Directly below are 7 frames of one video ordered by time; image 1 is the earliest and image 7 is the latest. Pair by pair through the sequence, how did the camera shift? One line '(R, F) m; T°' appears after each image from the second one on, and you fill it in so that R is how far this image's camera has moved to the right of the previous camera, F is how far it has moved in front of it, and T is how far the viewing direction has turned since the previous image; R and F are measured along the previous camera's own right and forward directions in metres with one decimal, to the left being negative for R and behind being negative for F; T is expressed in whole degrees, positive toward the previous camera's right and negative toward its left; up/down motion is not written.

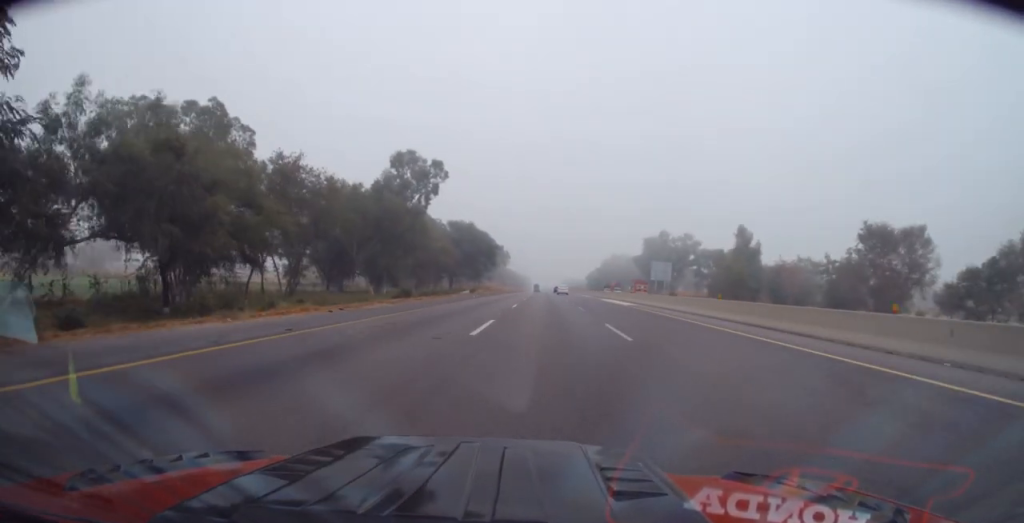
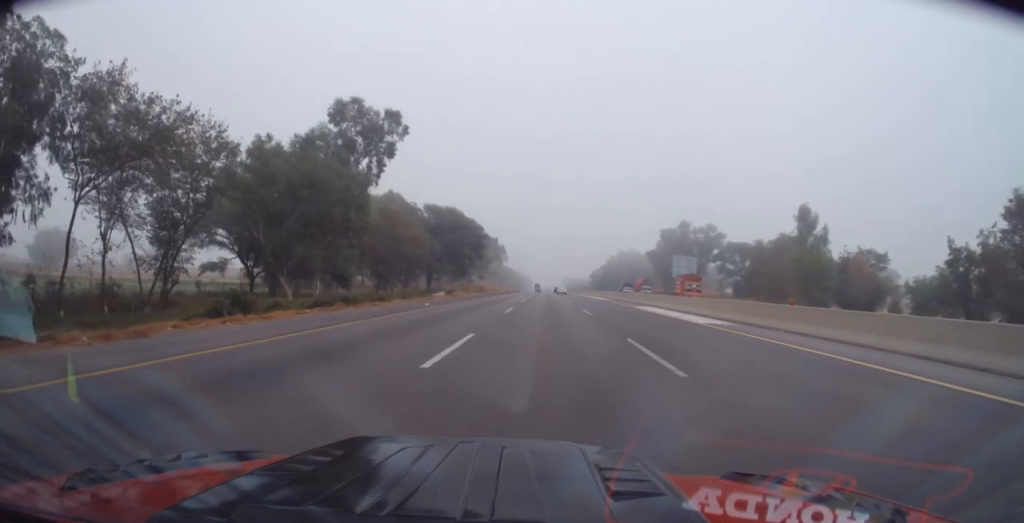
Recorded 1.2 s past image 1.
(0.0, +23.2) m; -1°
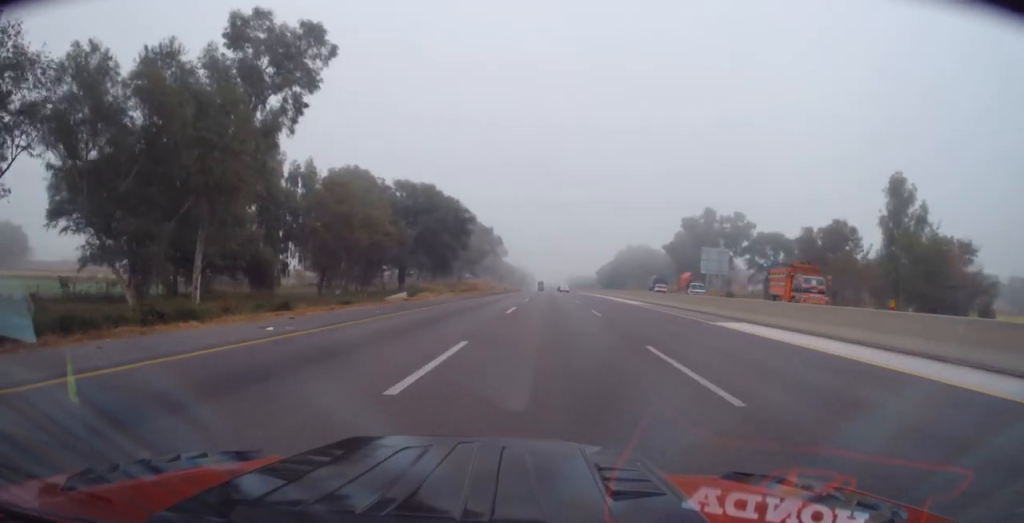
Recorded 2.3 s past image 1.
(-0.4, +20.7) m; -1°
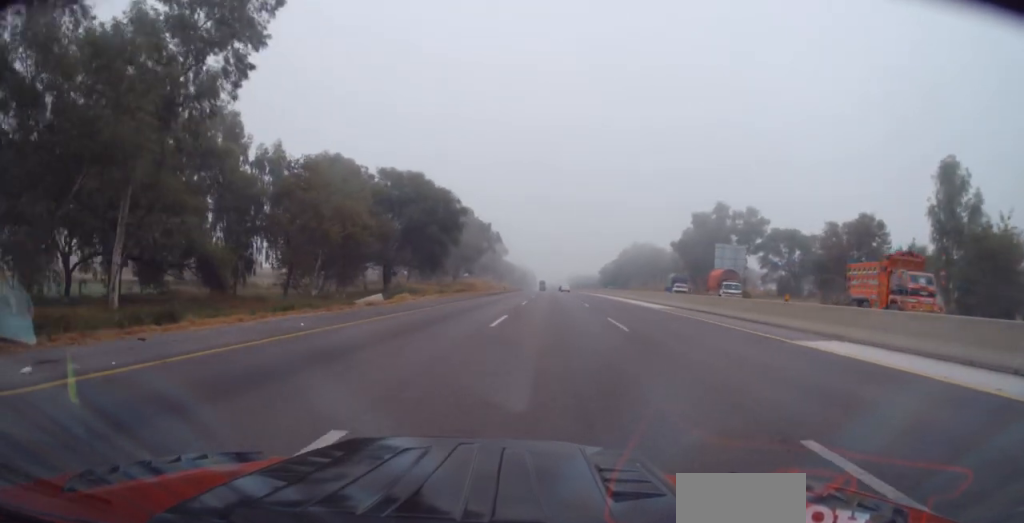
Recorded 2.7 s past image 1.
(0.0, +7.7) m; 0°
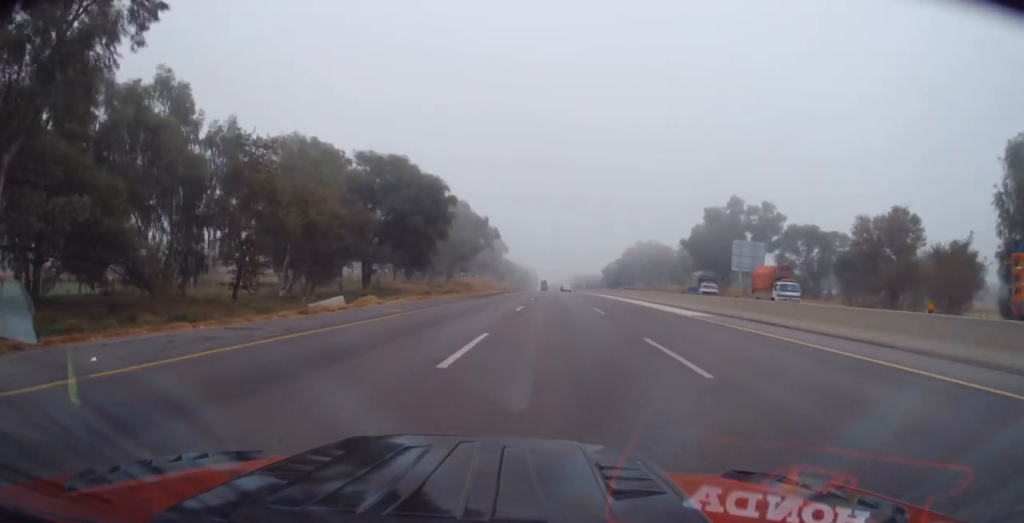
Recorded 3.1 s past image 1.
(0.0, +8.3) m; 0°
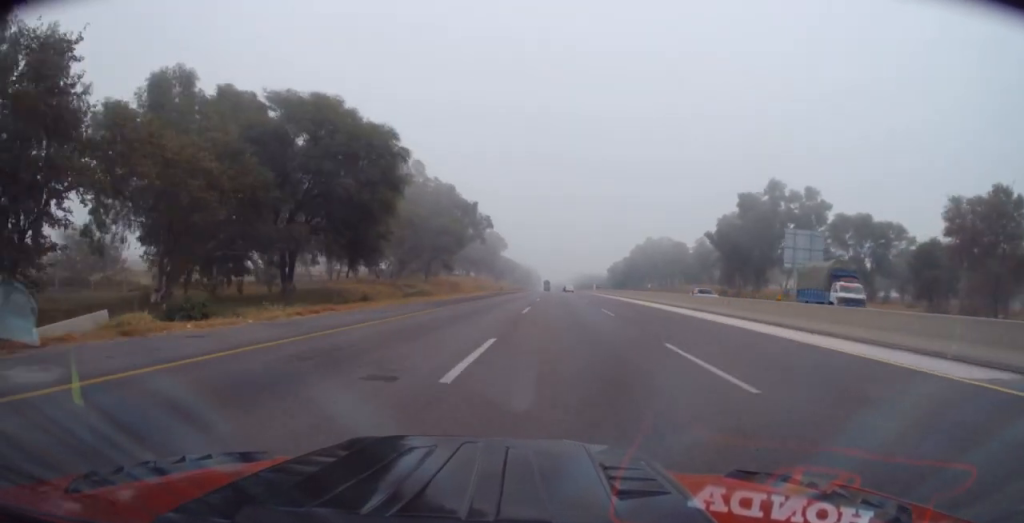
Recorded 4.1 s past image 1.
(+0.1, +19.0) m; +2°
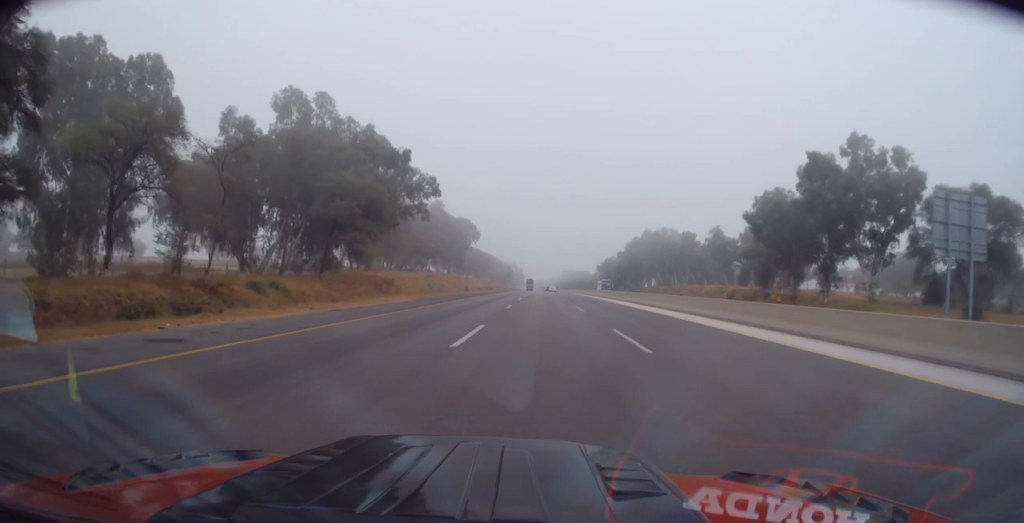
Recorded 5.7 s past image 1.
(+0.6, +31.4) m; 0°
